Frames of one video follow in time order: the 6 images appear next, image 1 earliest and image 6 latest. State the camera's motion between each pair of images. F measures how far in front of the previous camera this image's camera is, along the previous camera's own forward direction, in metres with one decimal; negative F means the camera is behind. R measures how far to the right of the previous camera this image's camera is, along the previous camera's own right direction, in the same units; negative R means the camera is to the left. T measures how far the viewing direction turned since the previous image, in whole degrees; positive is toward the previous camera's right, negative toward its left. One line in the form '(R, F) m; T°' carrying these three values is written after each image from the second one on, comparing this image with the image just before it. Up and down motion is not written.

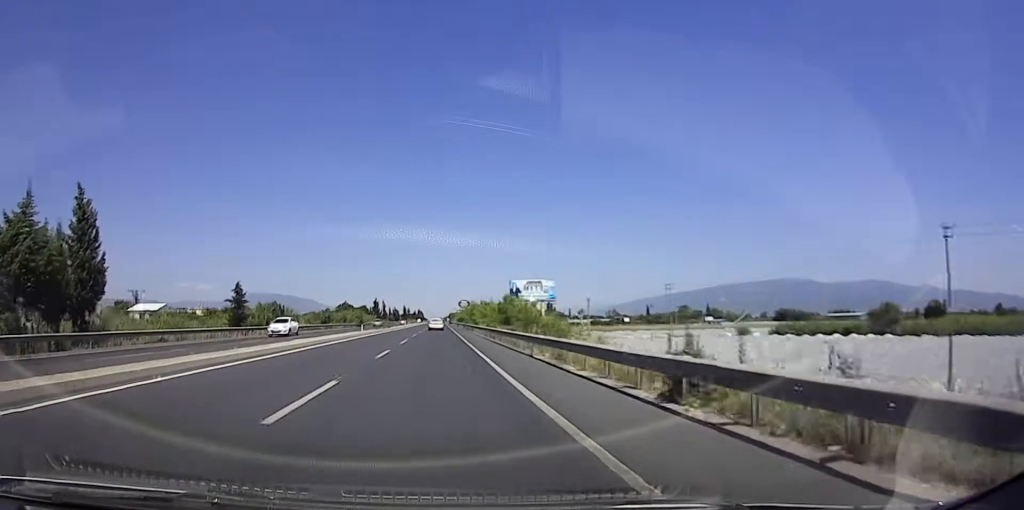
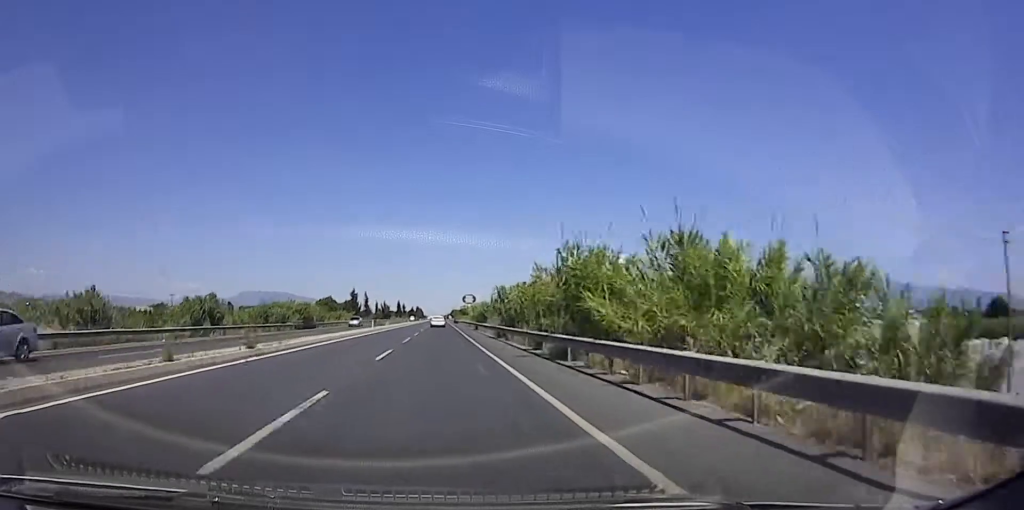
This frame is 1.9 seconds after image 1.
(0.0, +52.1) m; 0°
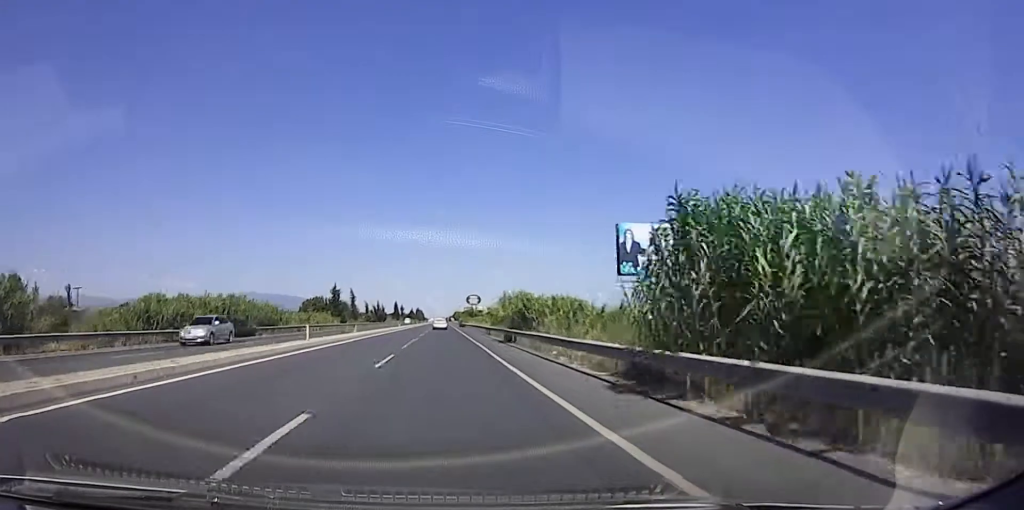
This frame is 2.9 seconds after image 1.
(0.0, +26.8) m; 0°
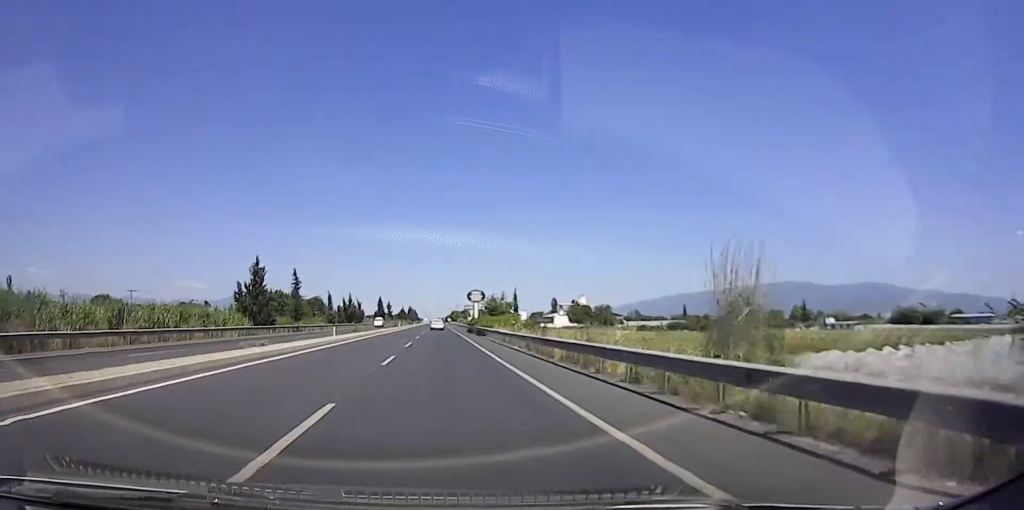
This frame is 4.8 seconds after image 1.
(+0.6, +48.2) m; +2°
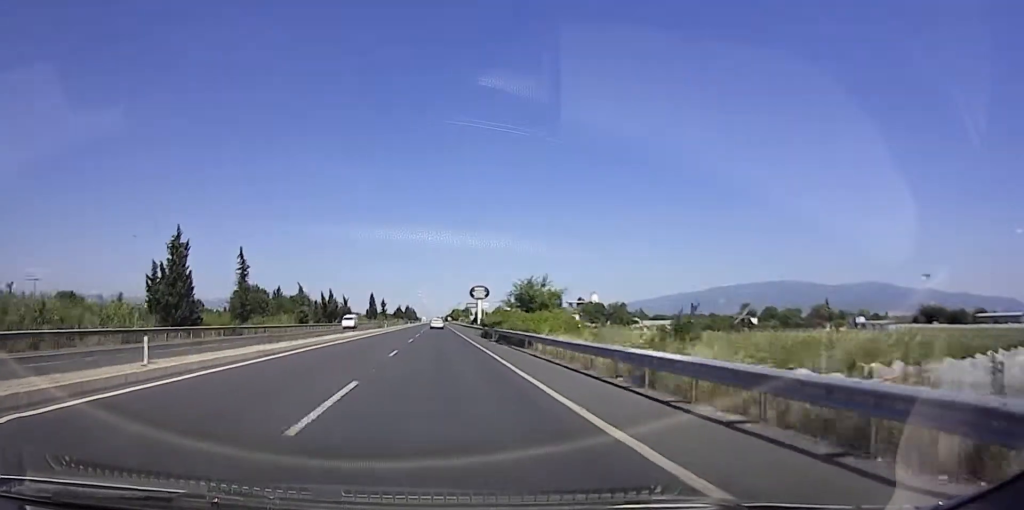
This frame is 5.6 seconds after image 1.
(+0.1, +21.3) m; -1°
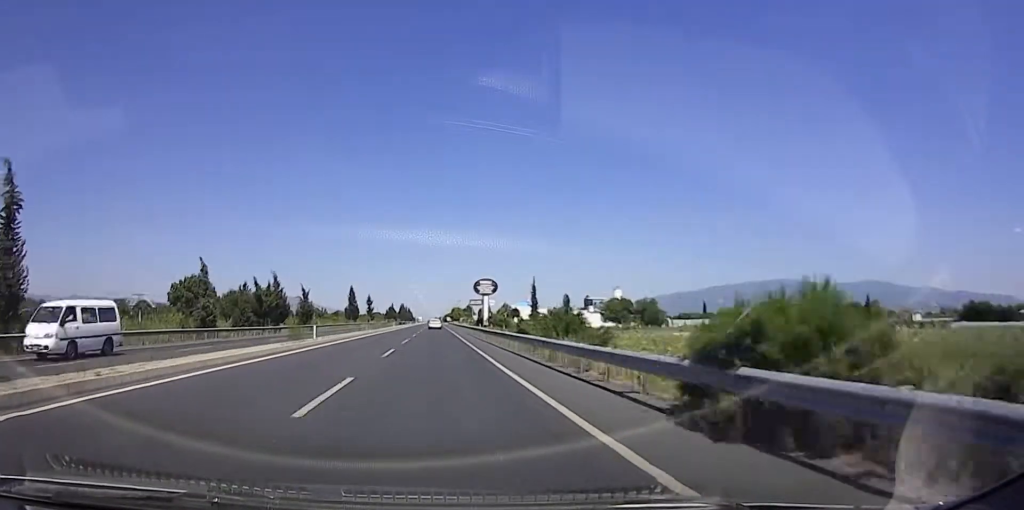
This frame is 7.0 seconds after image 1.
(-0.8, +34.5) m; +1°
